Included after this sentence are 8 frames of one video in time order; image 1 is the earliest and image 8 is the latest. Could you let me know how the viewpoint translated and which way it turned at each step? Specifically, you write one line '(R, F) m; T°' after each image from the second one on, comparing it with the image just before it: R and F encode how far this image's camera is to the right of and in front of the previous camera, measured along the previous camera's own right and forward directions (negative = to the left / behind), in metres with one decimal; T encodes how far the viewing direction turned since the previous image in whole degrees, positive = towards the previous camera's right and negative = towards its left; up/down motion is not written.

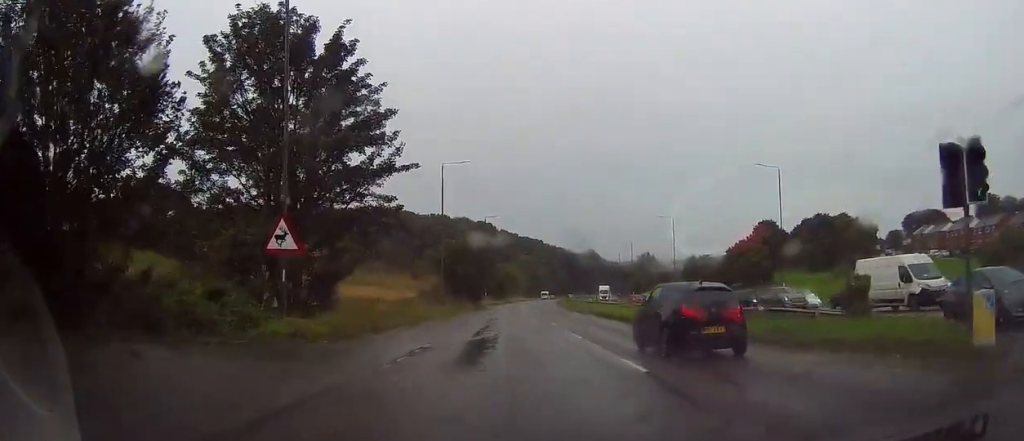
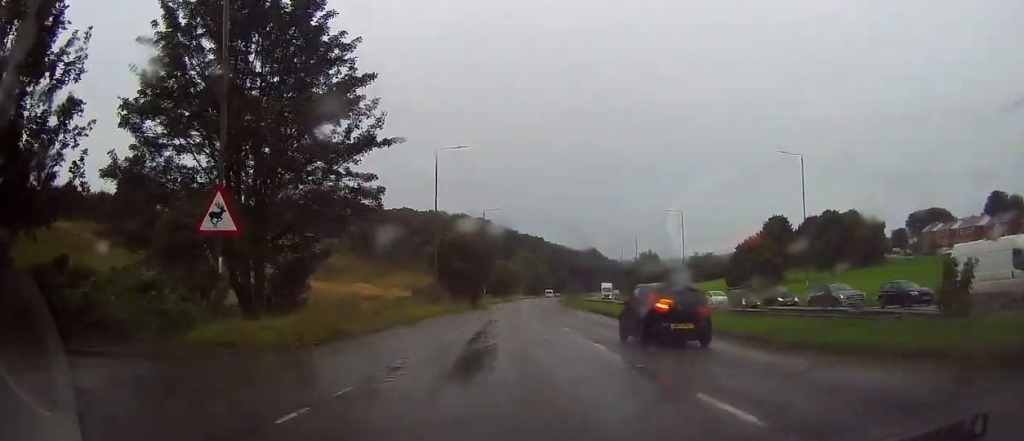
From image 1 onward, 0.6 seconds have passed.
(+0.1, +4.7) m; +2°
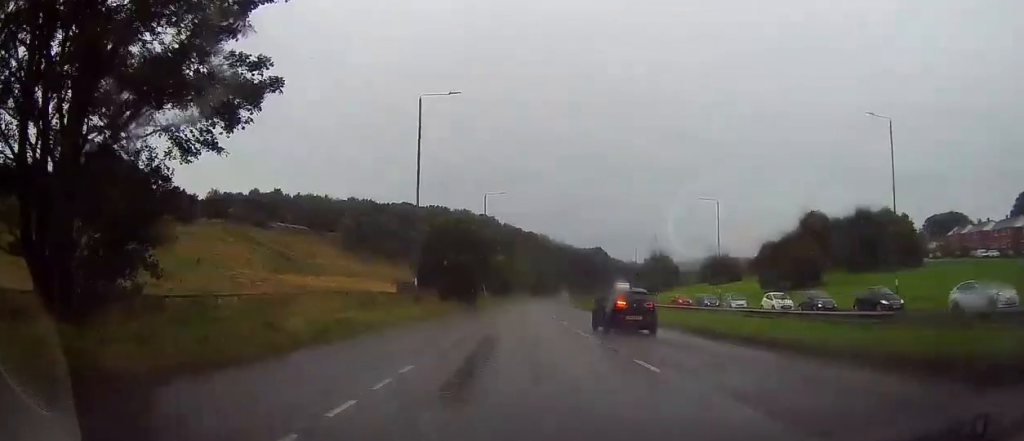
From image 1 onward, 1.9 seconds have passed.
(+0.4, +12.4) m; +3°
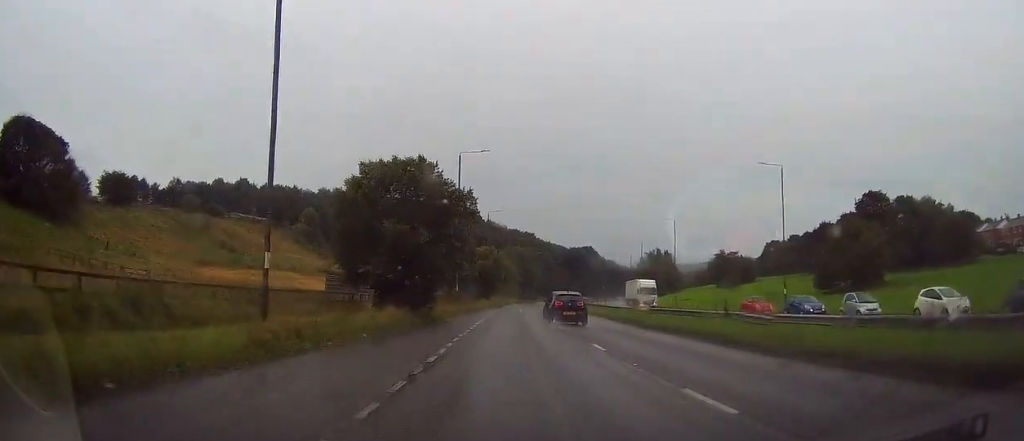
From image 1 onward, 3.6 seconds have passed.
(-0.2, +21.1) m; -1°
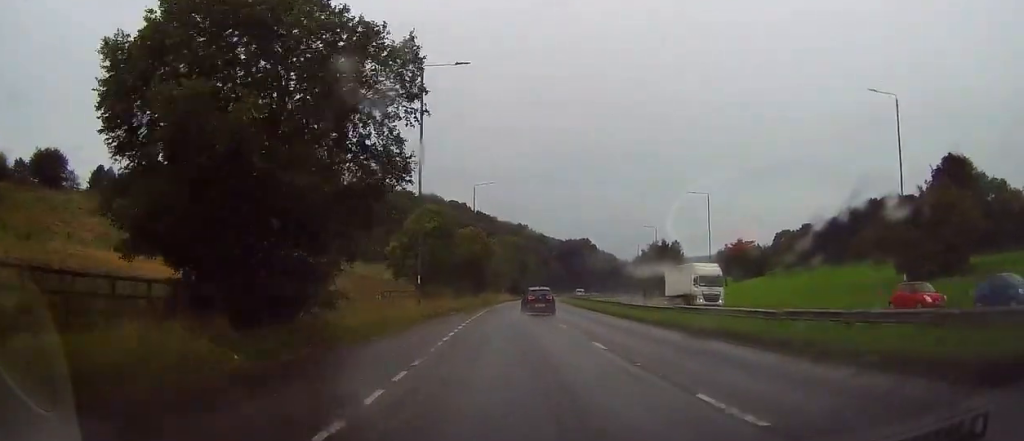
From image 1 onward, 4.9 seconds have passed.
(-0.1, +18.8) m; +1°
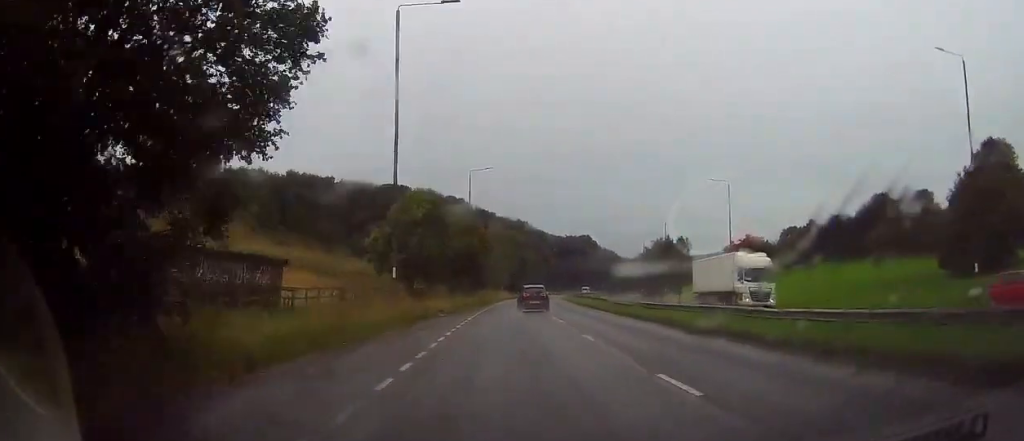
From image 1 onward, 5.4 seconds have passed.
(+0.1, +7.2) m; 0°
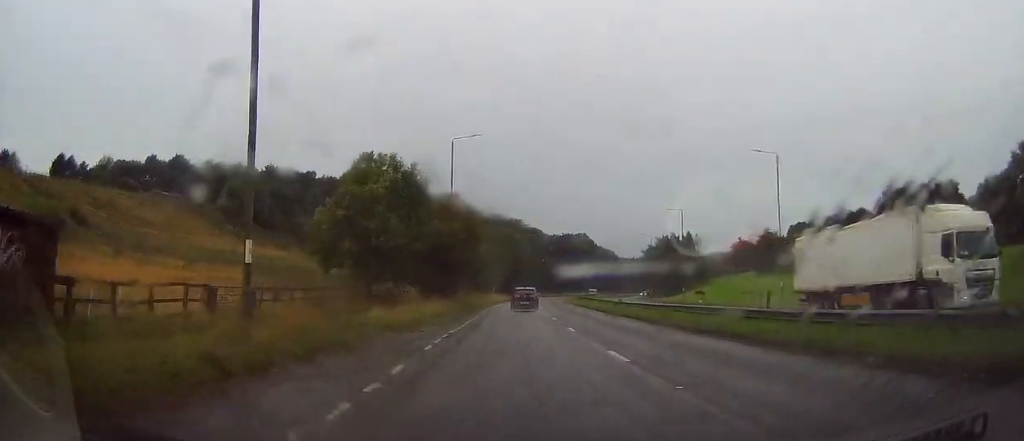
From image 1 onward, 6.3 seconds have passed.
(+0.1, +14.0) m; 0°
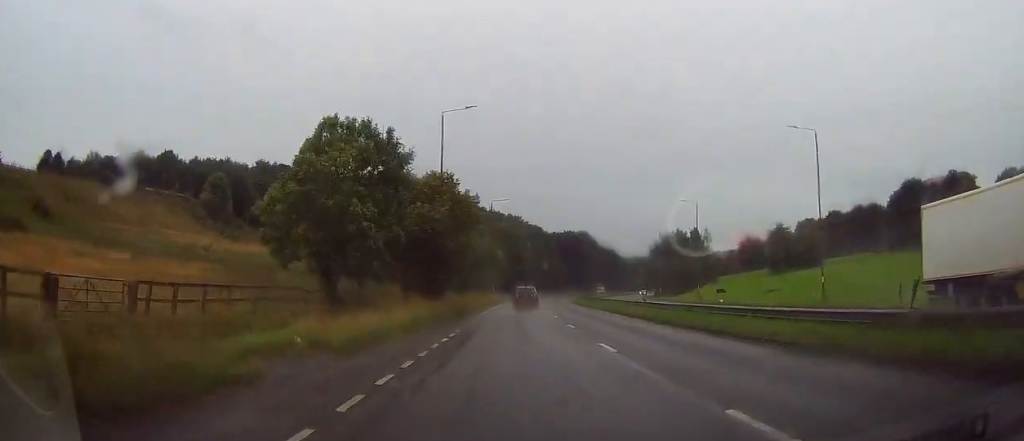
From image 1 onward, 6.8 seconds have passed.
(0.0, +7.4) m; 0°
